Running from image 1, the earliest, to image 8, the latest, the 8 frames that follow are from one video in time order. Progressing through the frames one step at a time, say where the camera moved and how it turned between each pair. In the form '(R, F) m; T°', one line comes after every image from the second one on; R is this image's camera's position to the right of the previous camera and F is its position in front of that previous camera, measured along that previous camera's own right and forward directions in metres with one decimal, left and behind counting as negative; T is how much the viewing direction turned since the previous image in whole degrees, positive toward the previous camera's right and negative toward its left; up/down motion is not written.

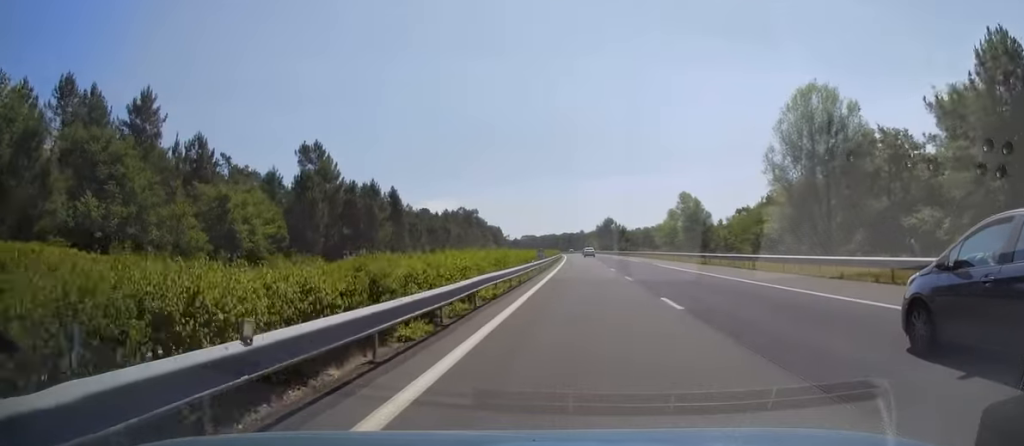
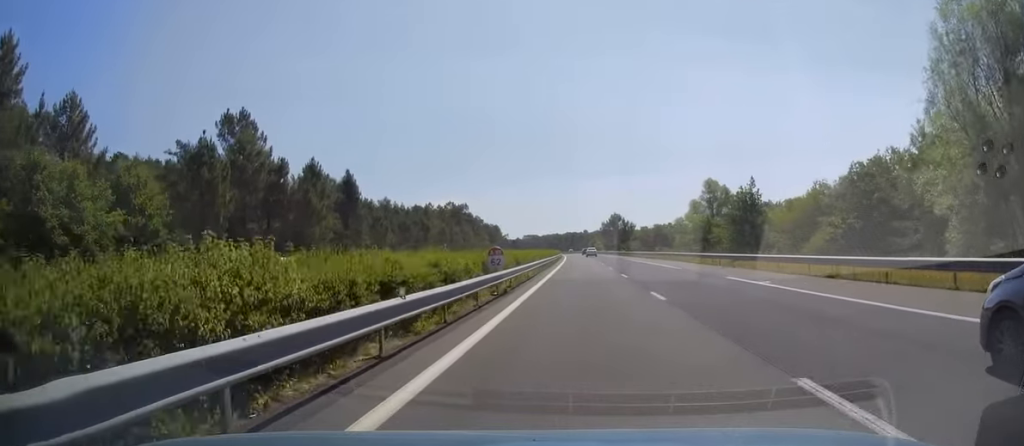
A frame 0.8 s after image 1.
(0.0, +23.6) m; 0°
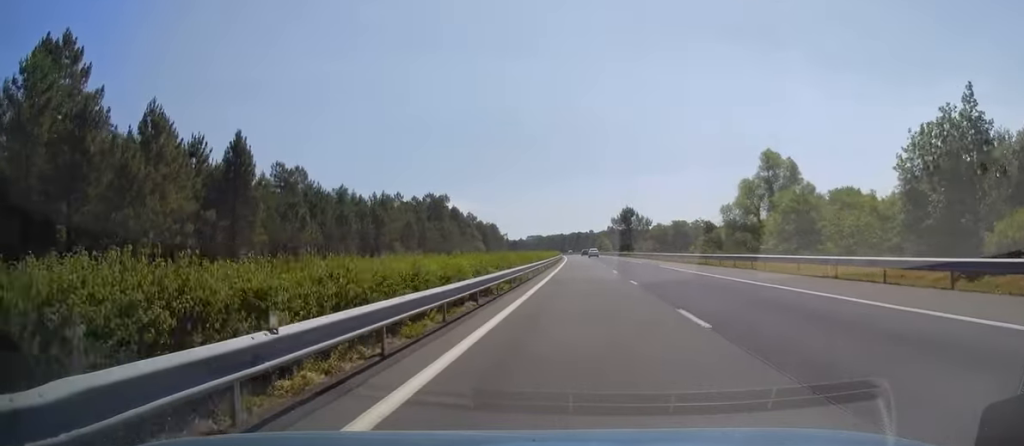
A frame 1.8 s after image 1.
(-0.2, +31.8) m; 0°
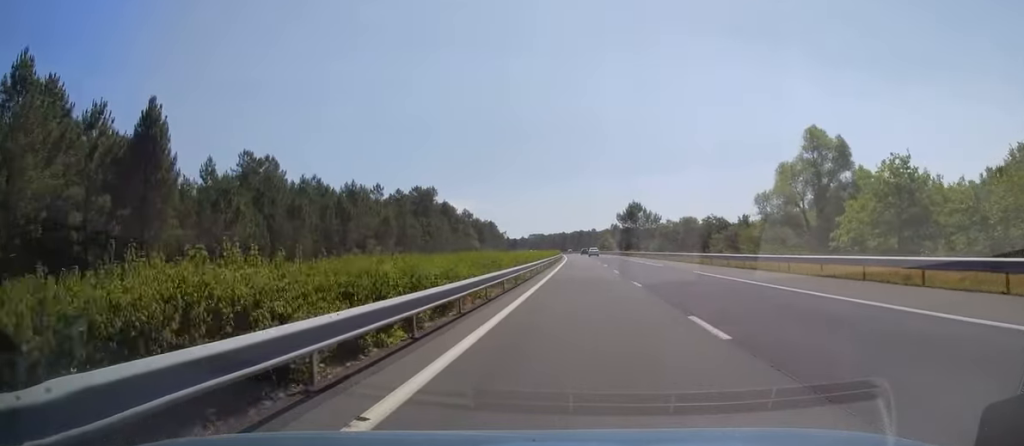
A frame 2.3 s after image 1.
(+0.2, +14.3) m; 0°
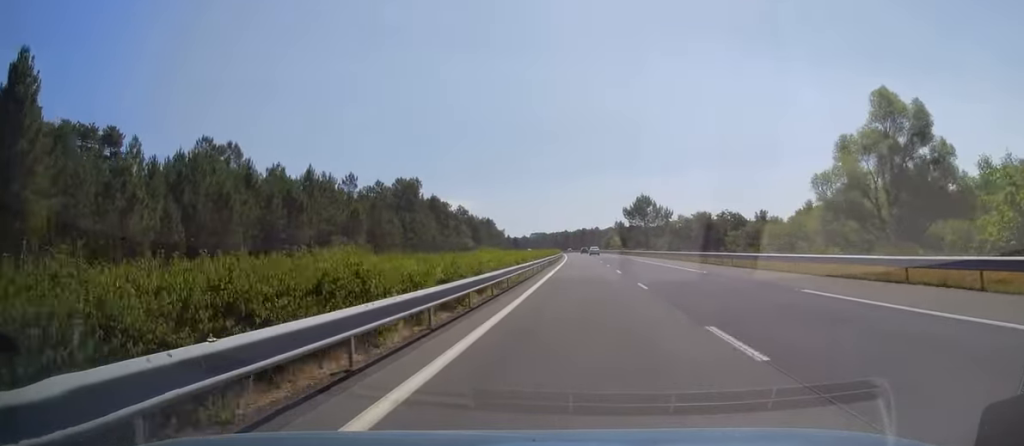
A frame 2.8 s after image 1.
(0.0, +14.9) m; 0°
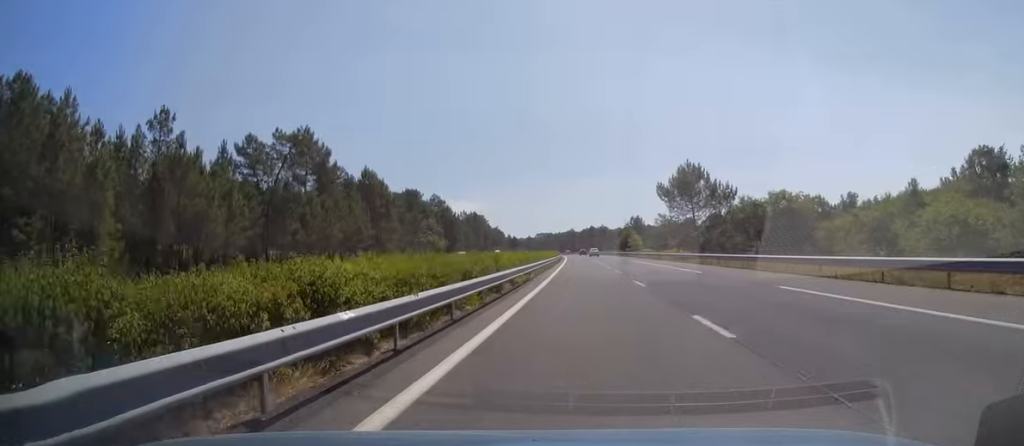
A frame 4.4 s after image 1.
(-1.1, +50.1) m; -1°
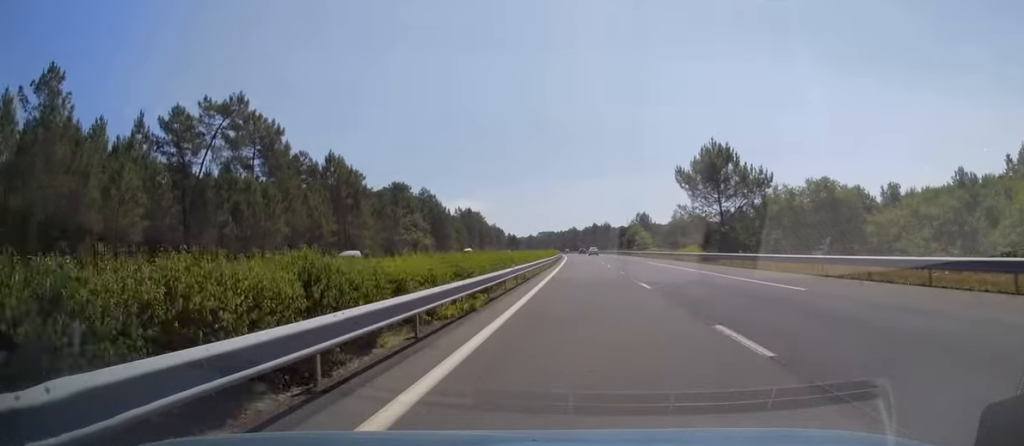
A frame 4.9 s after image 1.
(0.0, +14.9) m; 0°
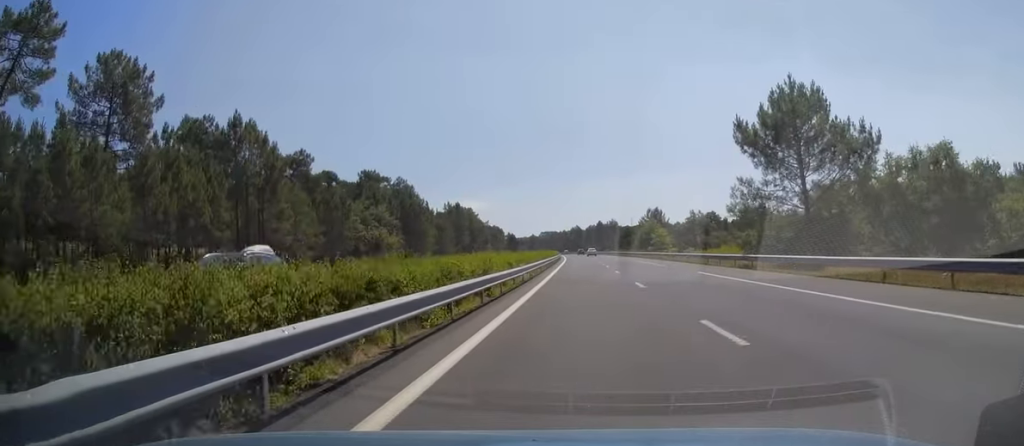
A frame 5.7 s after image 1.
(+0.2, +25.1) m; 0°
